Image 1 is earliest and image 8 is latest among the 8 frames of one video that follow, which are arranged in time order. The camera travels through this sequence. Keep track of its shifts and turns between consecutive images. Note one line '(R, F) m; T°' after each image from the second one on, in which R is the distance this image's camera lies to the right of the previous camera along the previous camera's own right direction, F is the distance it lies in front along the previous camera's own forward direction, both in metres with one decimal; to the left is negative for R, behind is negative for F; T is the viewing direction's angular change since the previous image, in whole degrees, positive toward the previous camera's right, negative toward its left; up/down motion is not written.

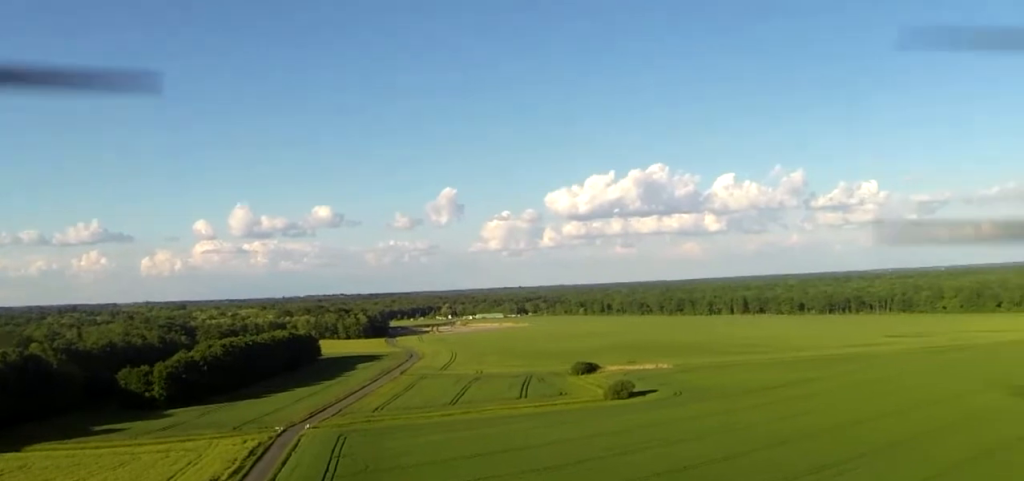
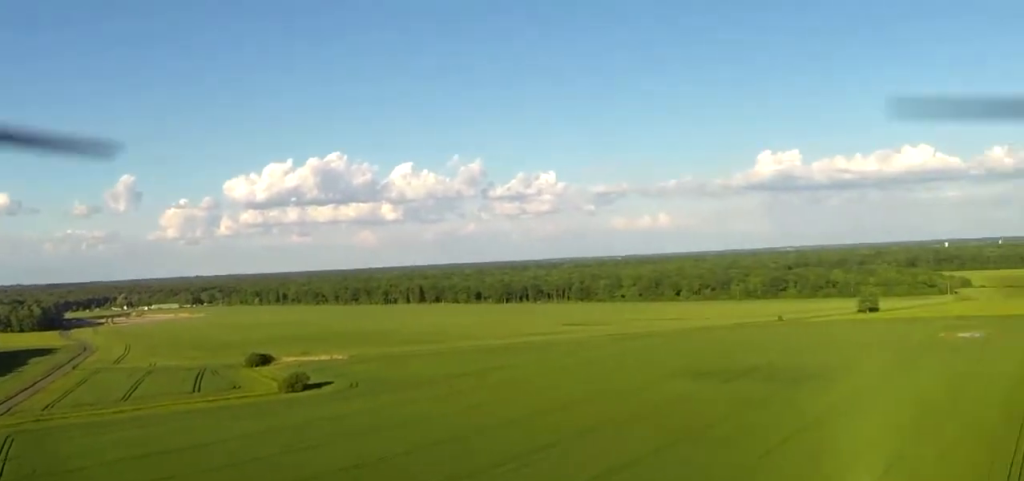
(+0.4, +9.0) m; +14°
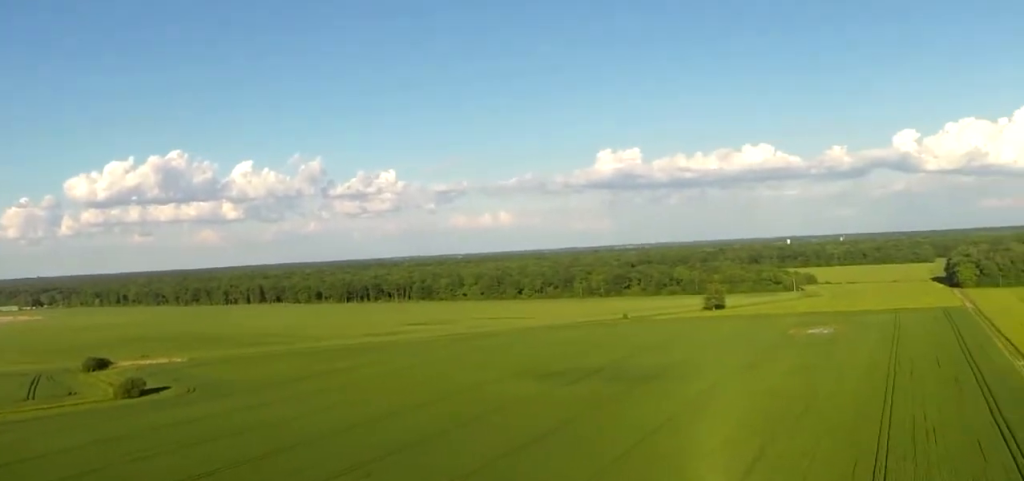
(+1.3, +7.7) m; +15°
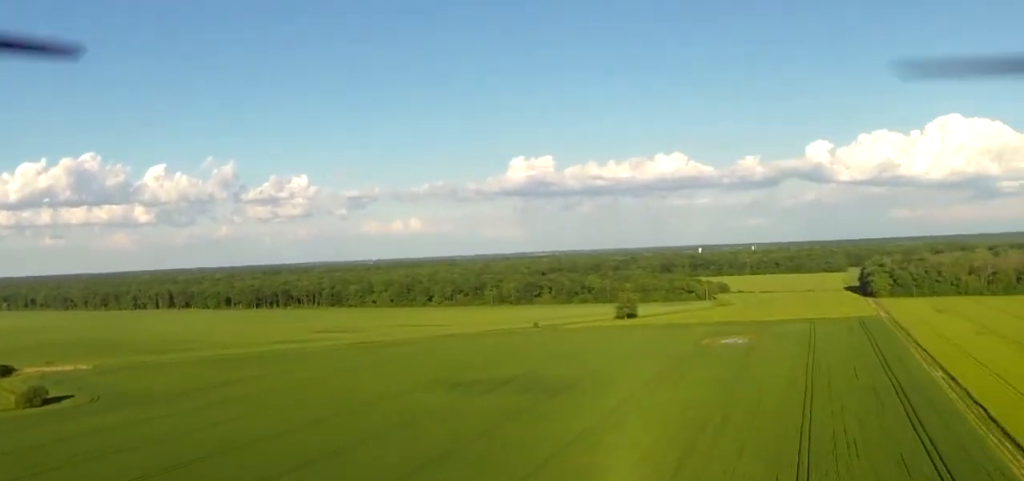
(+0.3, +5.2) m; +11°
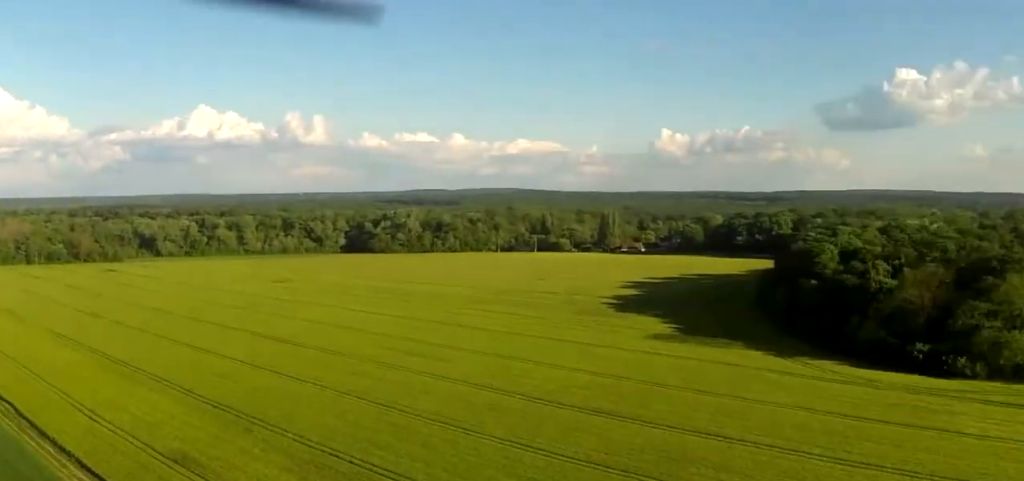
(+5.7, +15.2) m; +44°
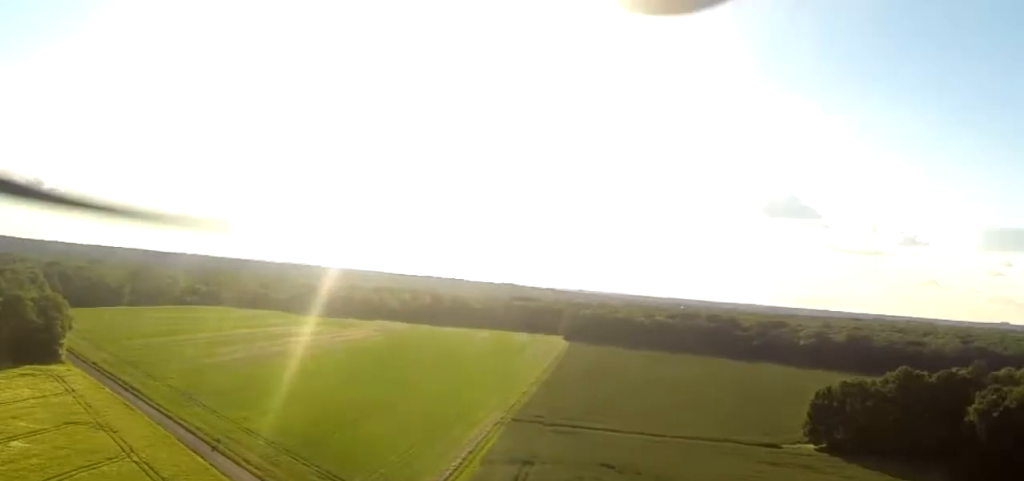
(+3.4, +5.3) m; +67°
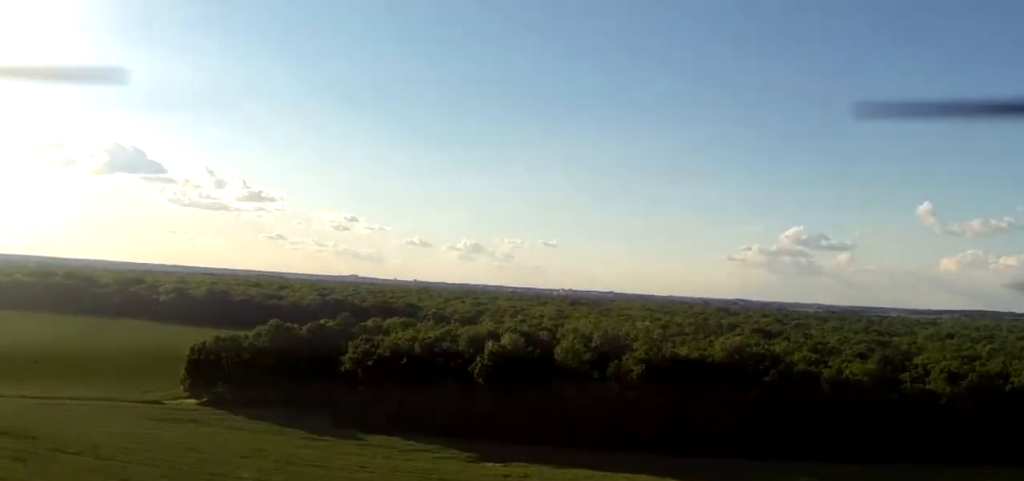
(+1.1, +2.7) m; +30°
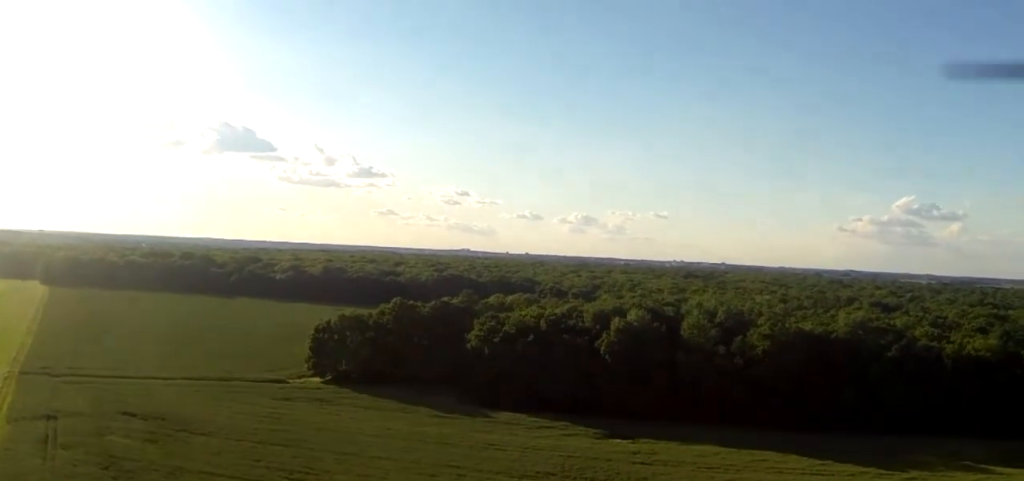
(+0.6, +3.8) m; +9°
